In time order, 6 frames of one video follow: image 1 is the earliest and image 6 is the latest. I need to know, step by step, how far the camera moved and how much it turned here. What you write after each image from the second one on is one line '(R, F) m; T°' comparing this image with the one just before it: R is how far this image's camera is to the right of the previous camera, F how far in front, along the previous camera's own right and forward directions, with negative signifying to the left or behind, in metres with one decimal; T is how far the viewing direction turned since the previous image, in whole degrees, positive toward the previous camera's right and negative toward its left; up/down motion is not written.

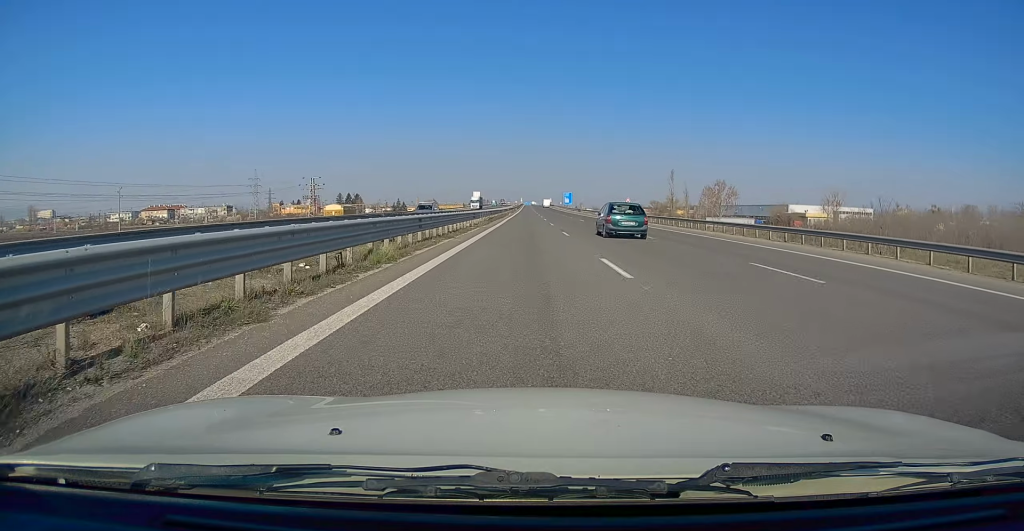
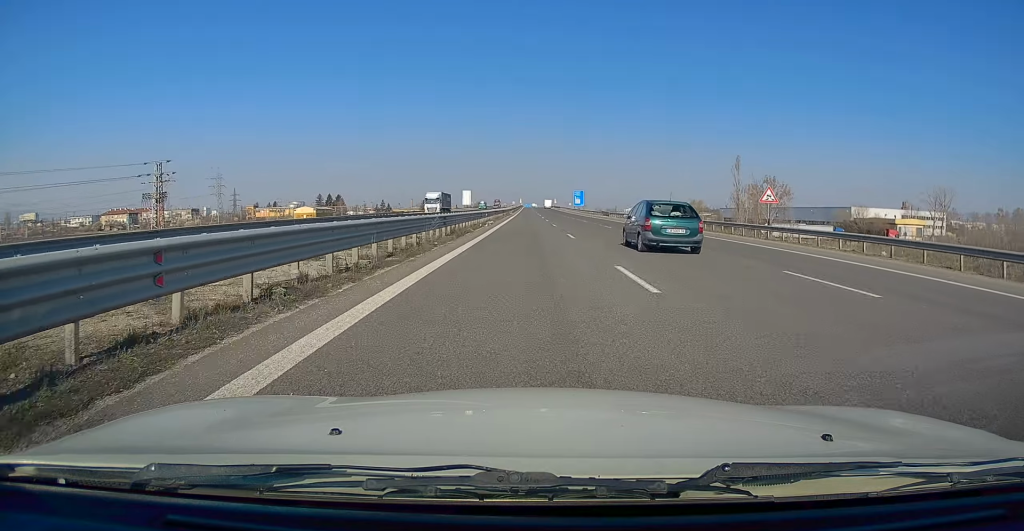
(+0.5, +49.6) m; 0°
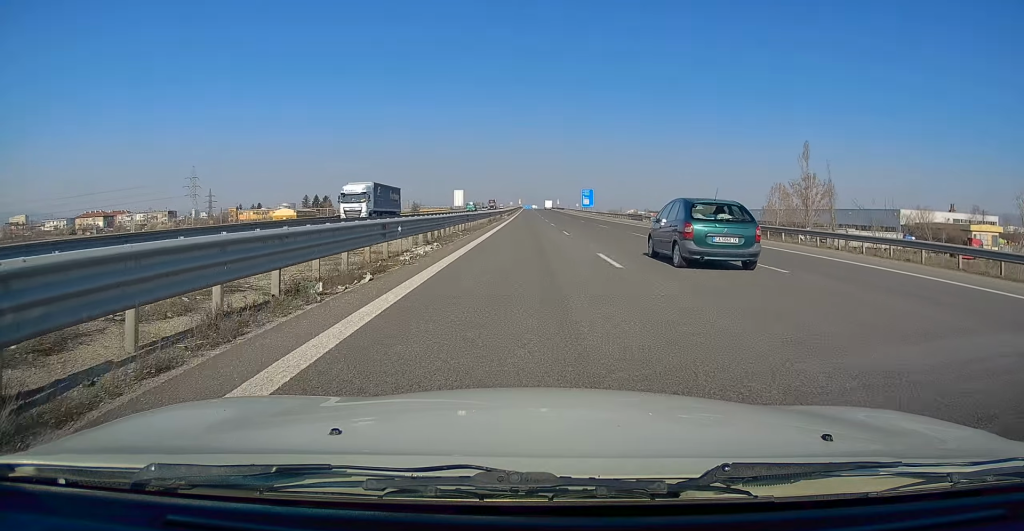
(-0.2, +28.0) m; 0°
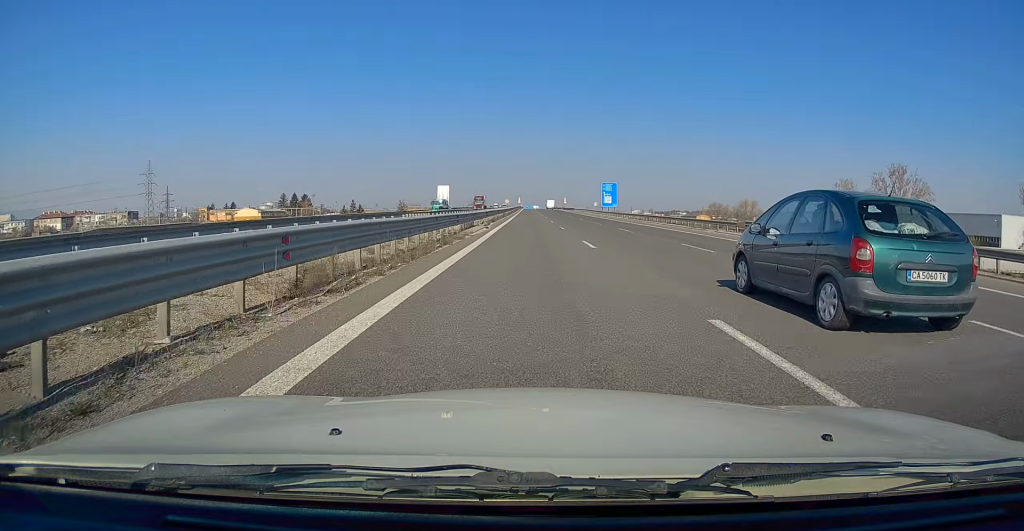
(+0.2, +41.7) m; 0°
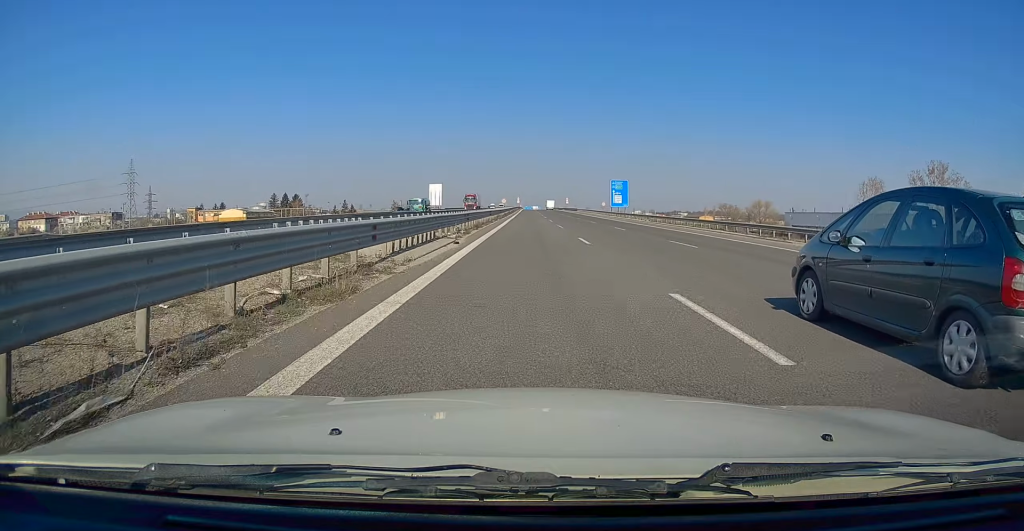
(-0.1, +13.9) m; 0°
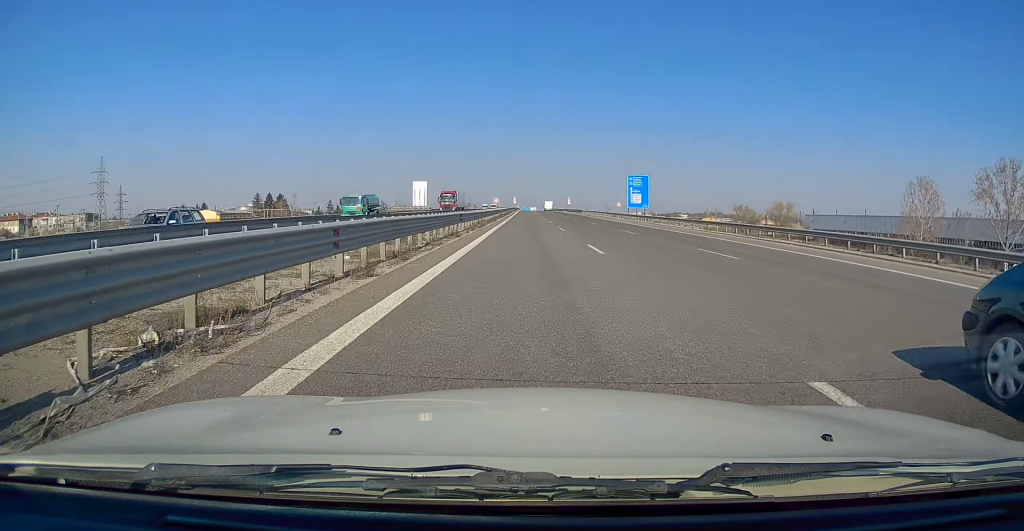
(-0.3, +20.3) m; 0°
